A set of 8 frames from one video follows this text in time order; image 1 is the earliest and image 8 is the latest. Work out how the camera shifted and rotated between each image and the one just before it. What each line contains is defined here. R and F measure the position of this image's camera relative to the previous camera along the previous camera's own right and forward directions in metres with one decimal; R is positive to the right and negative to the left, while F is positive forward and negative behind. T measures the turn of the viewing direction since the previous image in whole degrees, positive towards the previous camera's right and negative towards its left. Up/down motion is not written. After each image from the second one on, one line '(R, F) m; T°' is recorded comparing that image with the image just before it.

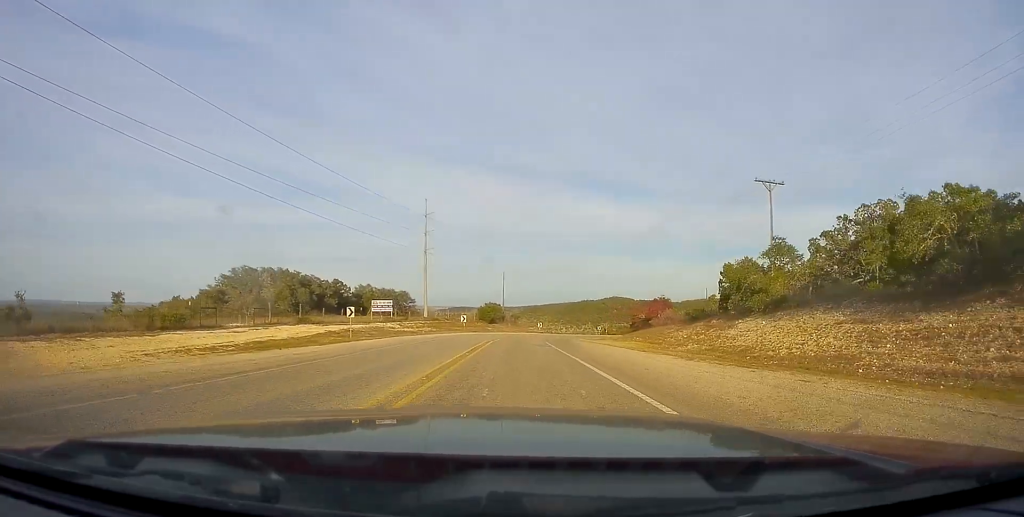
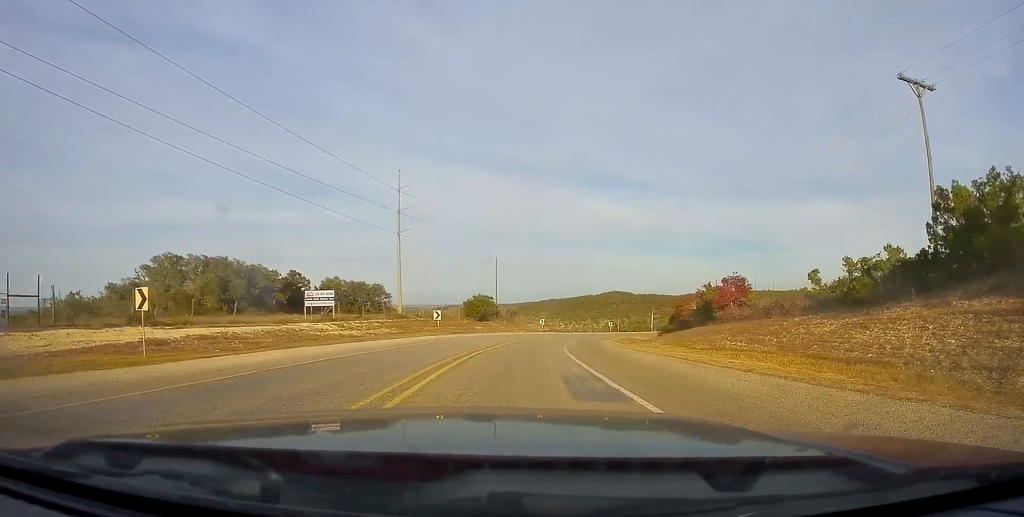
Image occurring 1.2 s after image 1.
(-0.8, +22.2) m; 0°
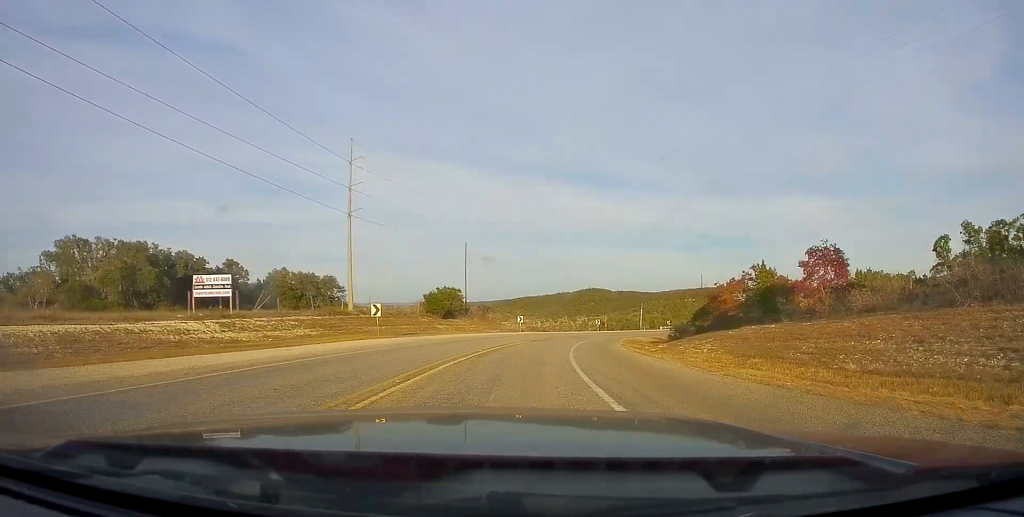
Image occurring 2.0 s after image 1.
(+0.3, +15.5) m; +3°
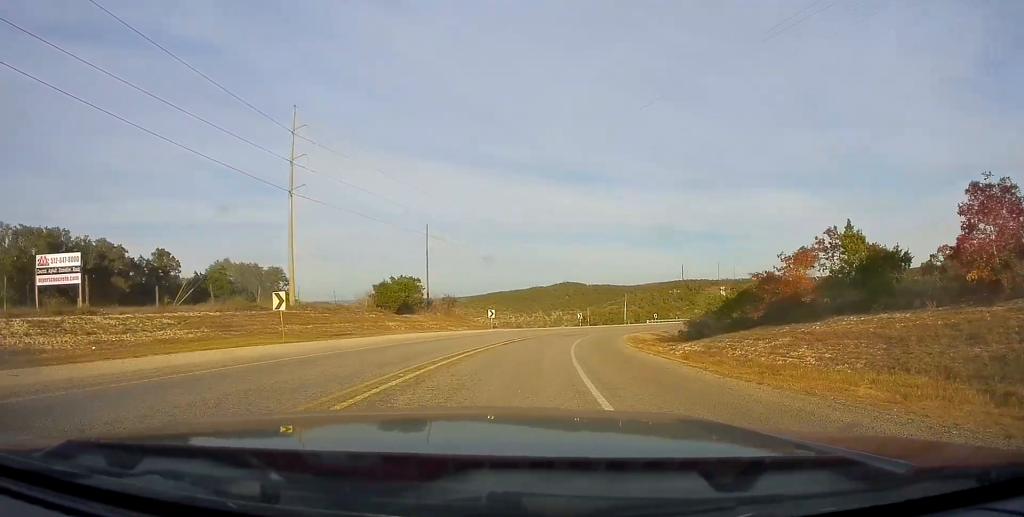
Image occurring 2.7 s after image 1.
(+0.2, +12.4) m; +2°
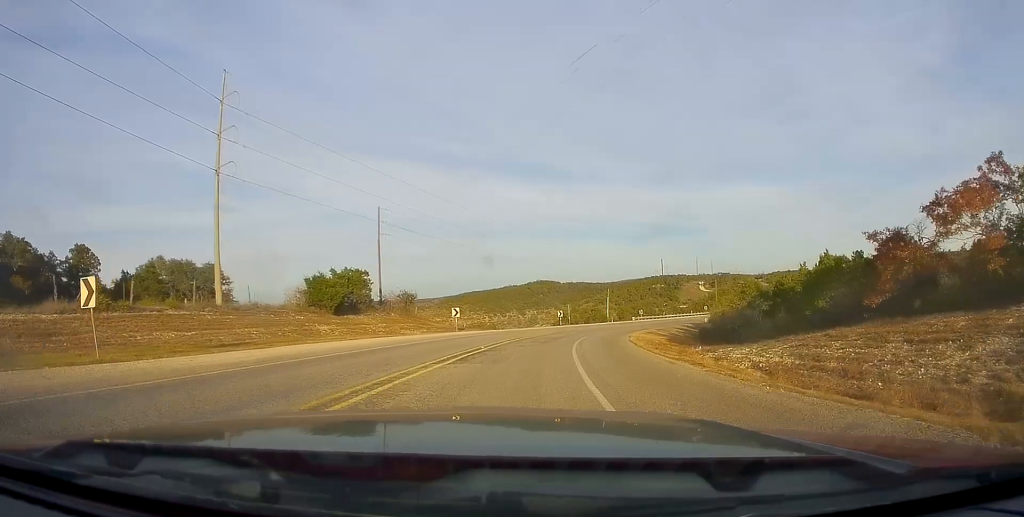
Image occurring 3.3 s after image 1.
(+0.3, +11.8) m; +3°
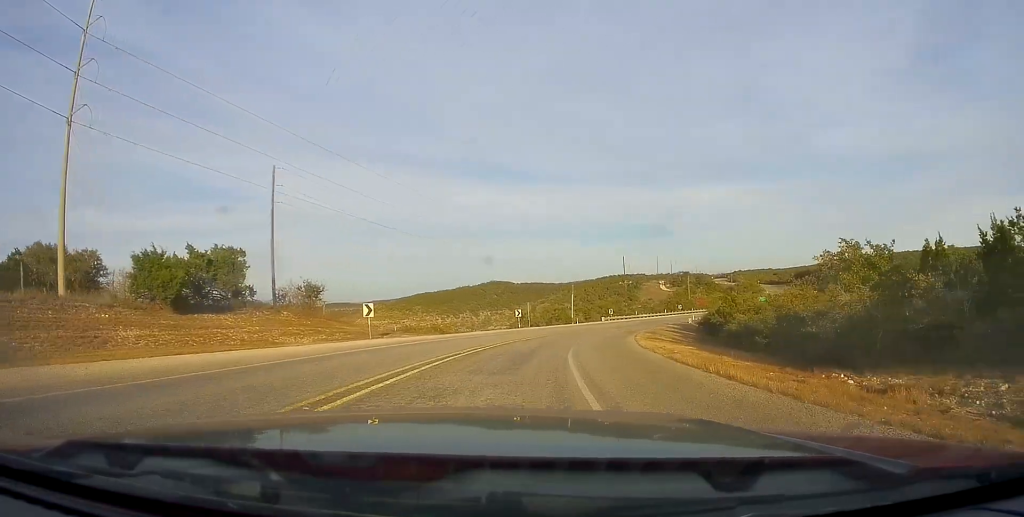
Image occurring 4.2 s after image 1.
(+0.6, +16.9) m; +4°
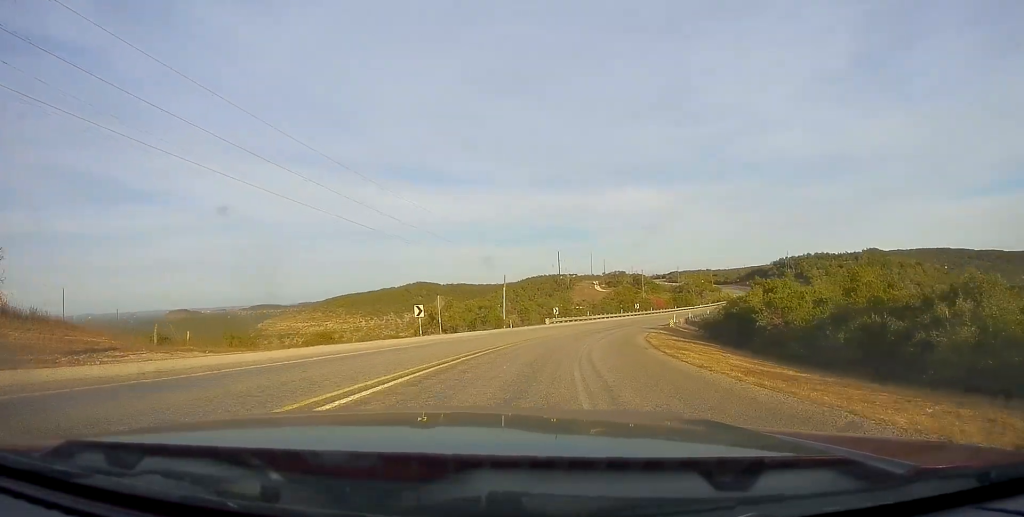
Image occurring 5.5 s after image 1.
(+1.2, +26.9) m; +6°
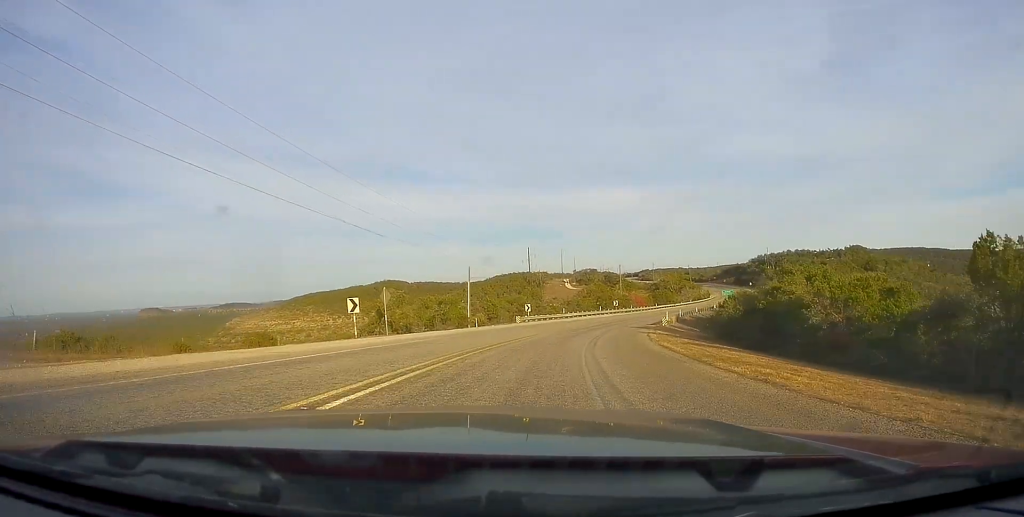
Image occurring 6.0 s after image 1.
(+0.3, +9.8) m; +3°
